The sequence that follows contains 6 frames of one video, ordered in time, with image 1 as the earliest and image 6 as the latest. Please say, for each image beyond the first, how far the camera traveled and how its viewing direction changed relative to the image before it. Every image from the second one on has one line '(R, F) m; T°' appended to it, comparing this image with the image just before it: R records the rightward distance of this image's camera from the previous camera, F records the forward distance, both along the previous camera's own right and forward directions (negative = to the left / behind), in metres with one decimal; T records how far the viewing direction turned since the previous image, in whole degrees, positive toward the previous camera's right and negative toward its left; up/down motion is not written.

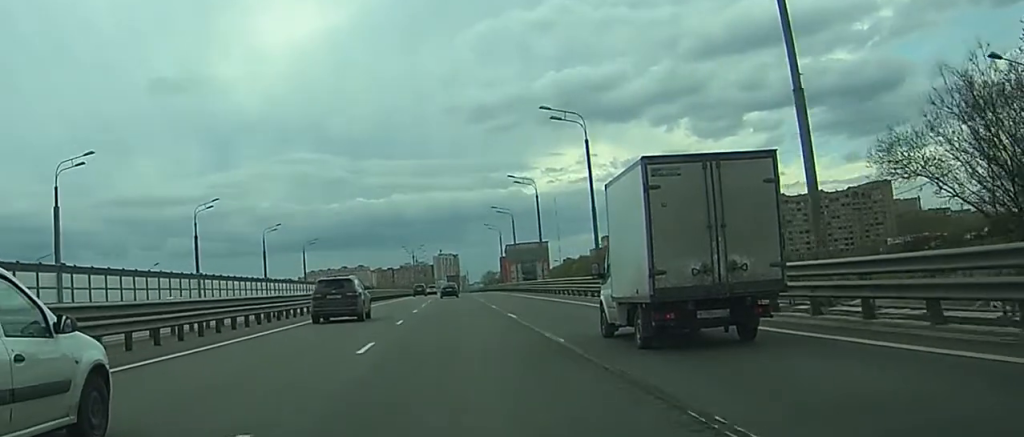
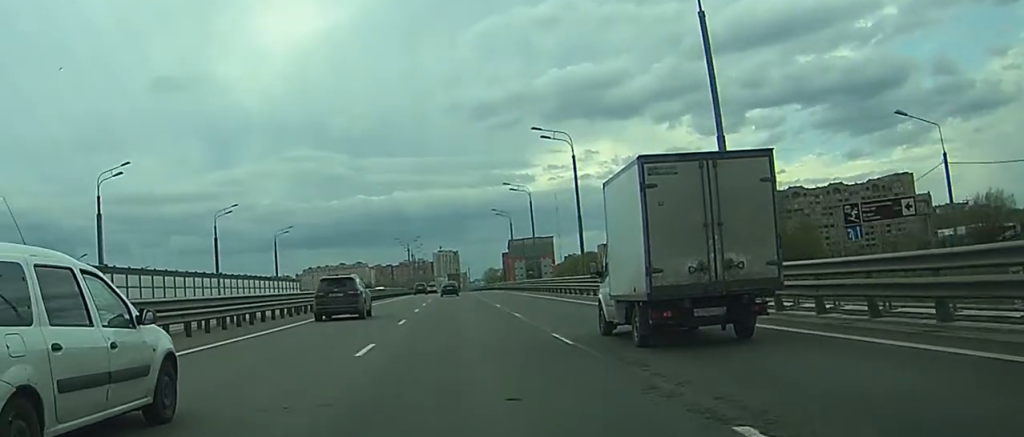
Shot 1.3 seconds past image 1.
(-0.7, +21.2) m; +1°
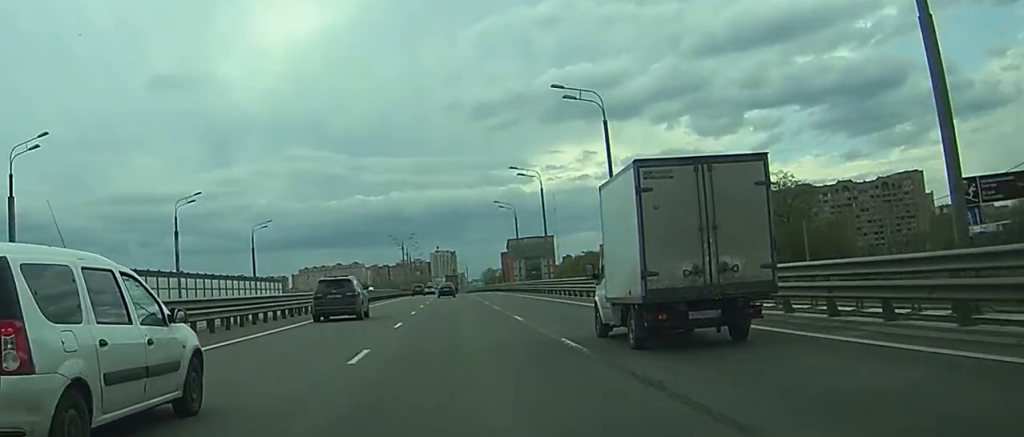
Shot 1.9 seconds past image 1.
(+0.3, +9.9) m; +2°
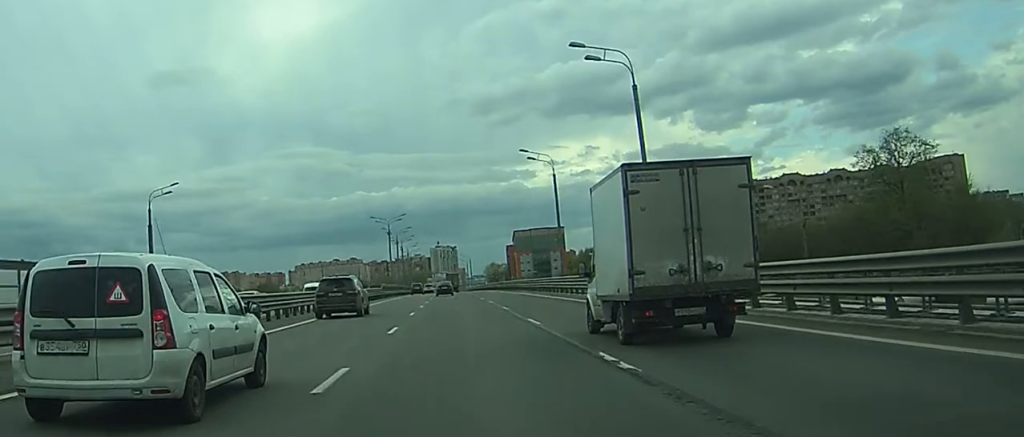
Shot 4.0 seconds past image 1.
(+0.3, +39.4) m; -1°
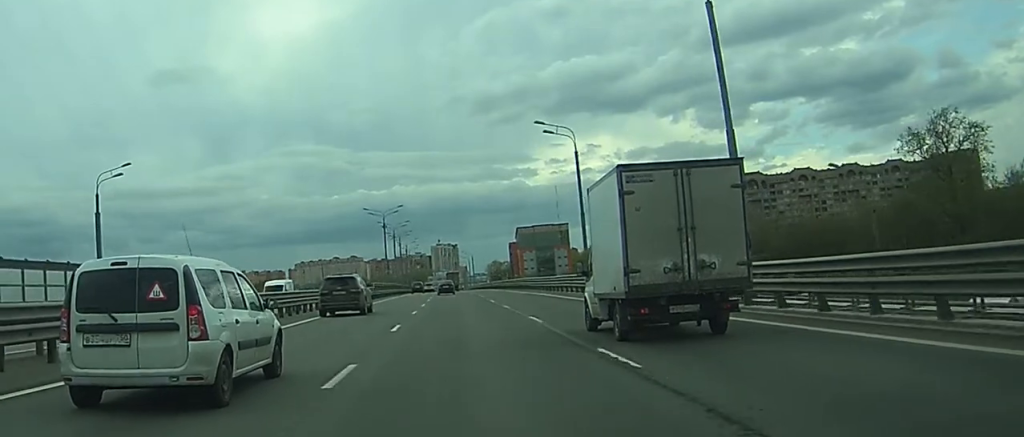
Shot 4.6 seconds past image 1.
(+0.1, +14.7) m; 0°
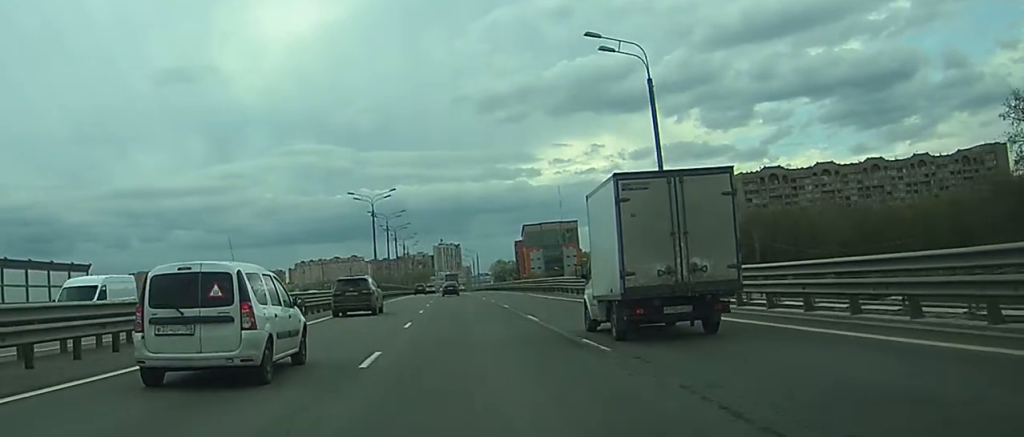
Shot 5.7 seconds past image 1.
(-0.3, +26.1) m; -1°
